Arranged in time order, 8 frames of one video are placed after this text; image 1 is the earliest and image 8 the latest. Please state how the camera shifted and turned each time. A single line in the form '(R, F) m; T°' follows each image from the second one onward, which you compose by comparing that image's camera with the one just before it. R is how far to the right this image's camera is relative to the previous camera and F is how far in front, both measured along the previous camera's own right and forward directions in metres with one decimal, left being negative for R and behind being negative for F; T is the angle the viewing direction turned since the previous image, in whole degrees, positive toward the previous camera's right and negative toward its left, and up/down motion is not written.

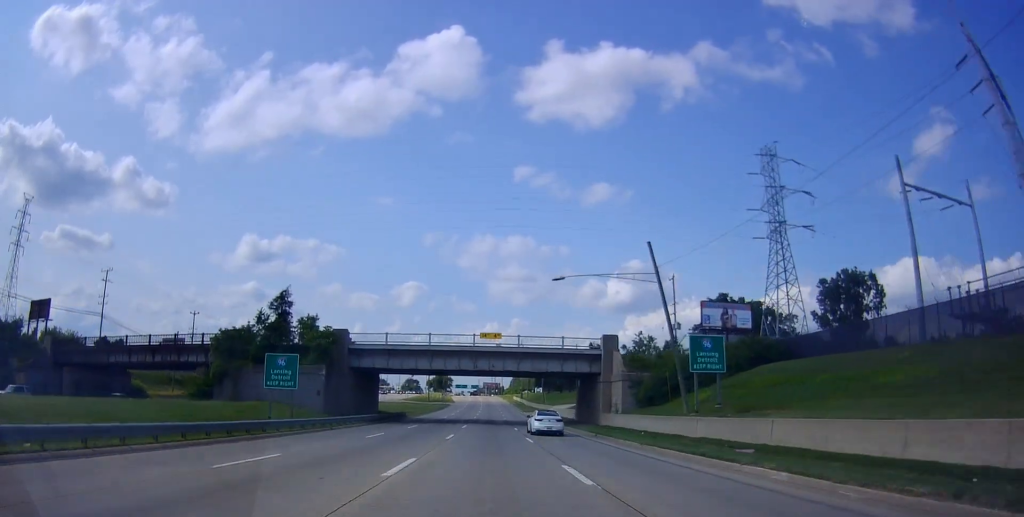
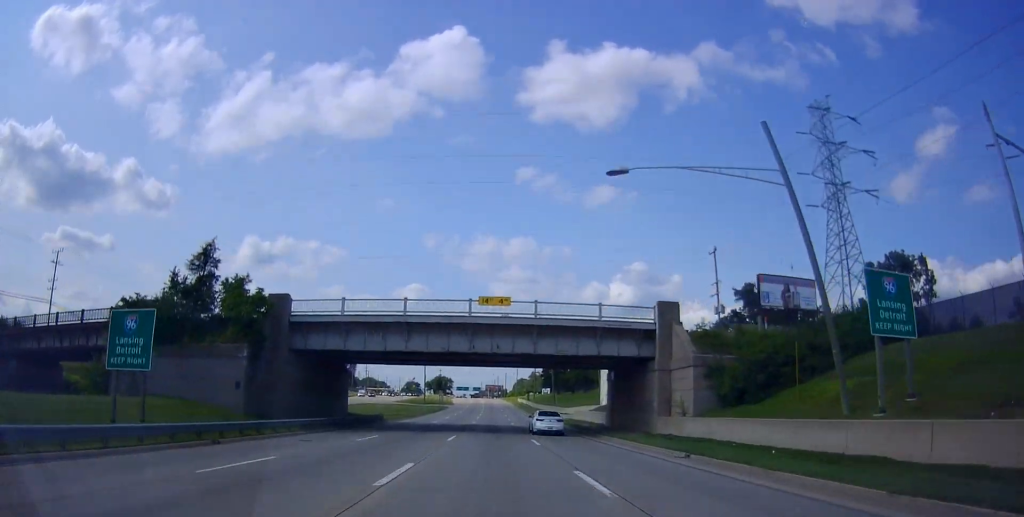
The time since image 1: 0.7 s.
(-0.3, +16.5) m; 0°
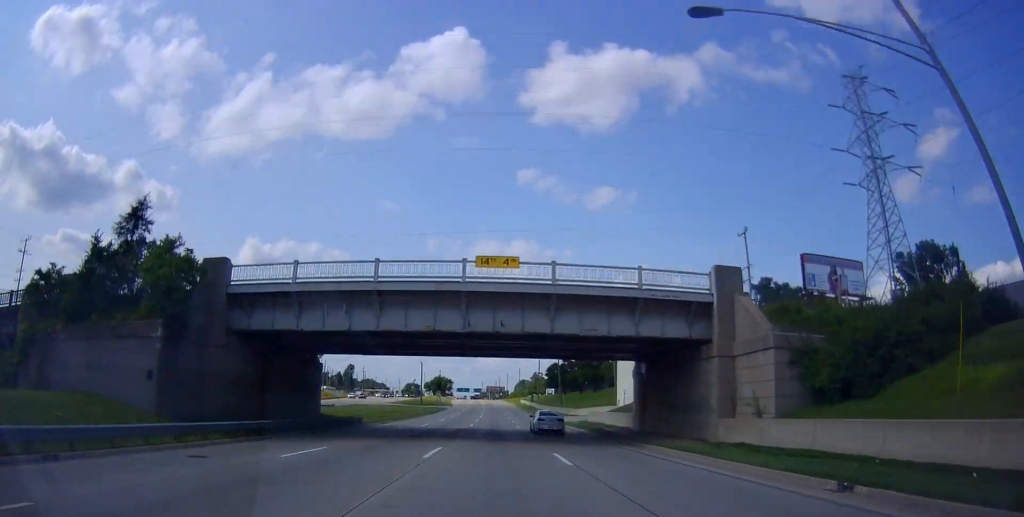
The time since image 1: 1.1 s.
(-0.1, +9.4) m; 0°
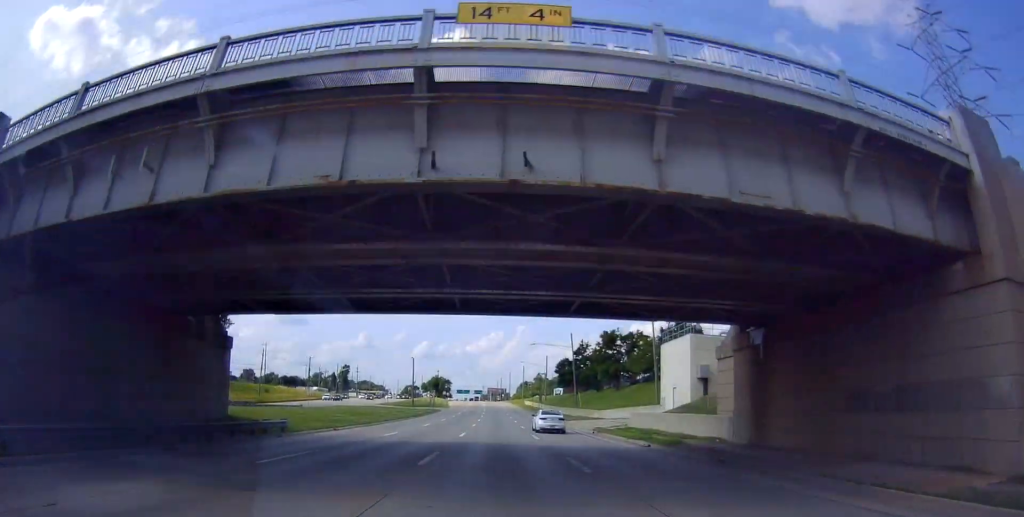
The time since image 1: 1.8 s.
(+0.3, +17.1) m; +1°
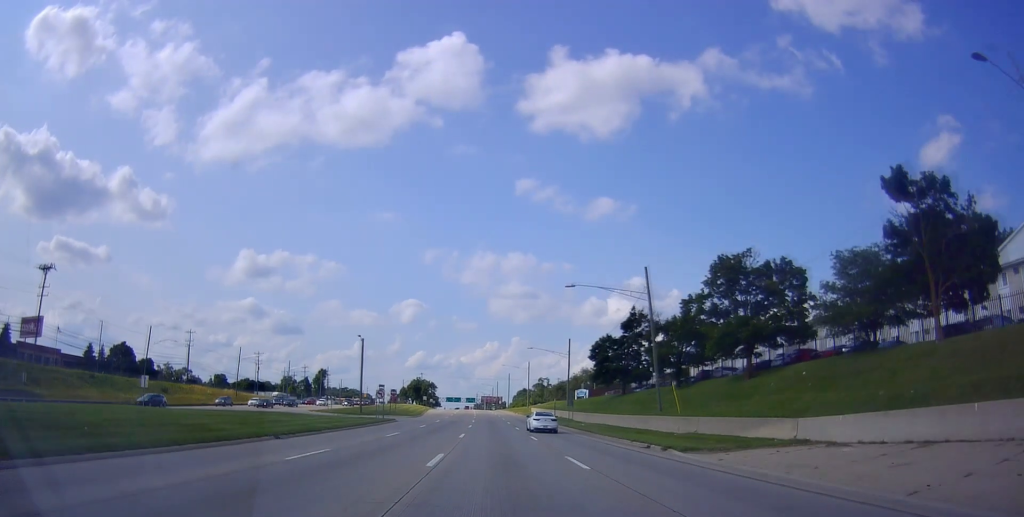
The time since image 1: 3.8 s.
(-1.0, +45.4) m; -3°
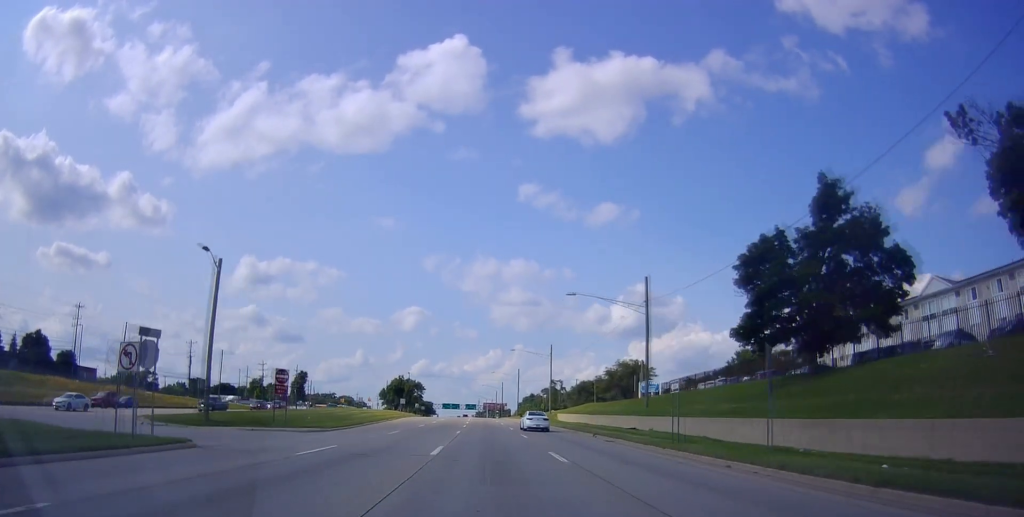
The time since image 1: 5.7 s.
(+0.6, +43.6) m; +2°
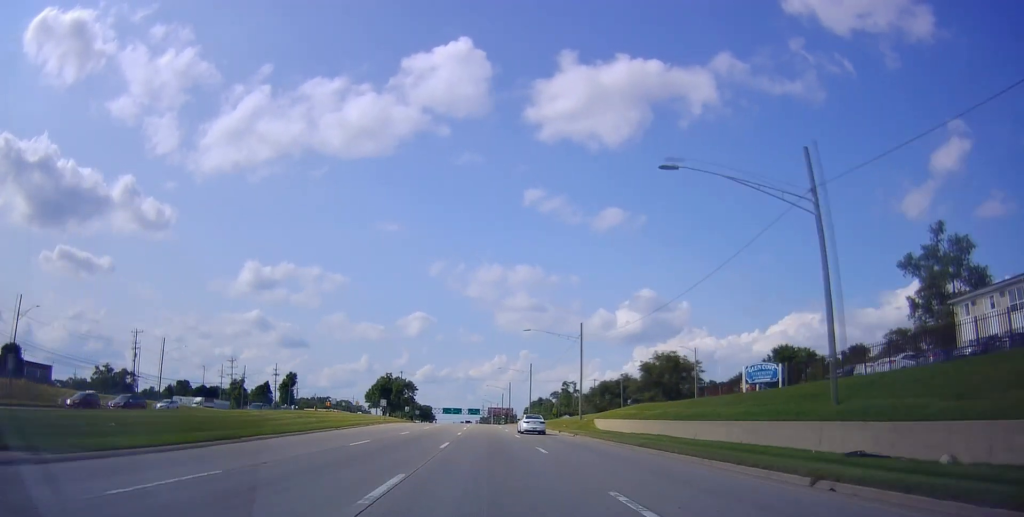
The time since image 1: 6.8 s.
(0.0, +25.2) m; -1°
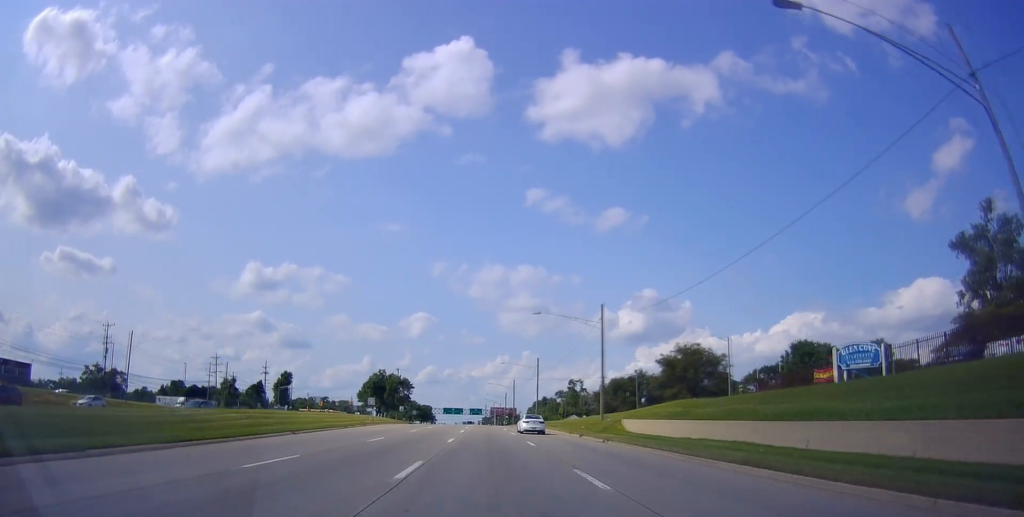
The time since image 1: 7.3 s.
(-0.1, +10.6) m; 0°
